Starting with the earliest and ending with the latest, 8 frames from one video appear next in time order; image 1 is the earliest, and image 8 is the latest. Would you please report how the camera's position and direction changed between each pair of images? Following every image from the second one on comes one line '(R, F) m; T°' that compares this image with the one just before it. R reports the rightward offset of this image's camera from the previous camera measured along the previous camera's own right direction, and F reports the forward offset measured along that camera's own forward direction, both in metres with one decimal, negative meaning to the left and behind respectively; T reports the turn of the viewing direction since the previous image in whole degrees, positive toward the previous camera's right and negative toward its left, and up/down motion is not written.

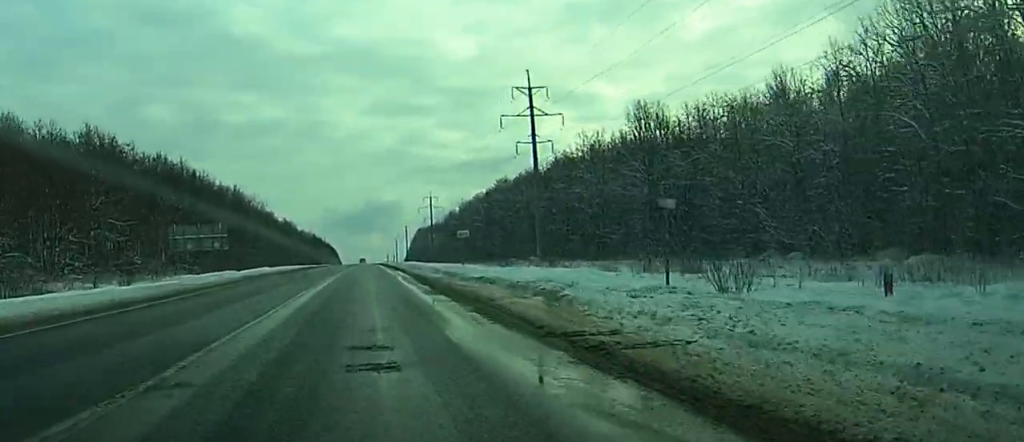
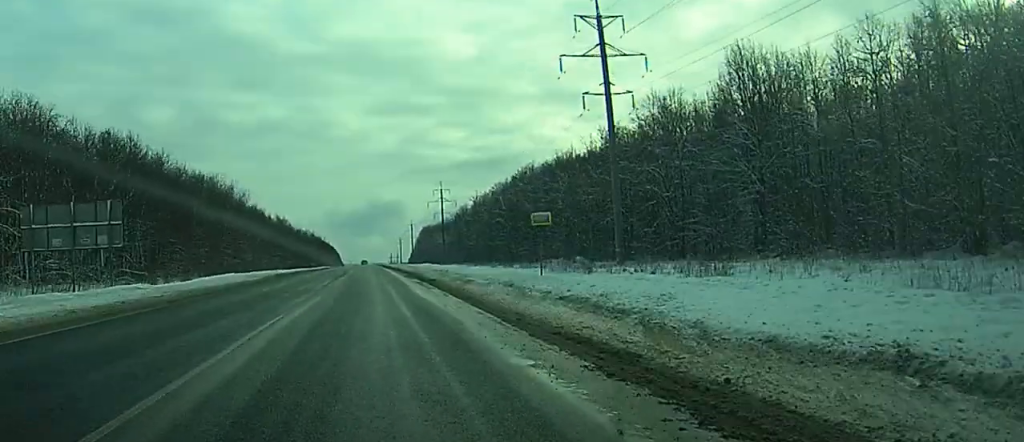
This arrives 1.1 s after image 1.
(-0.1, +28.9) m; 0°
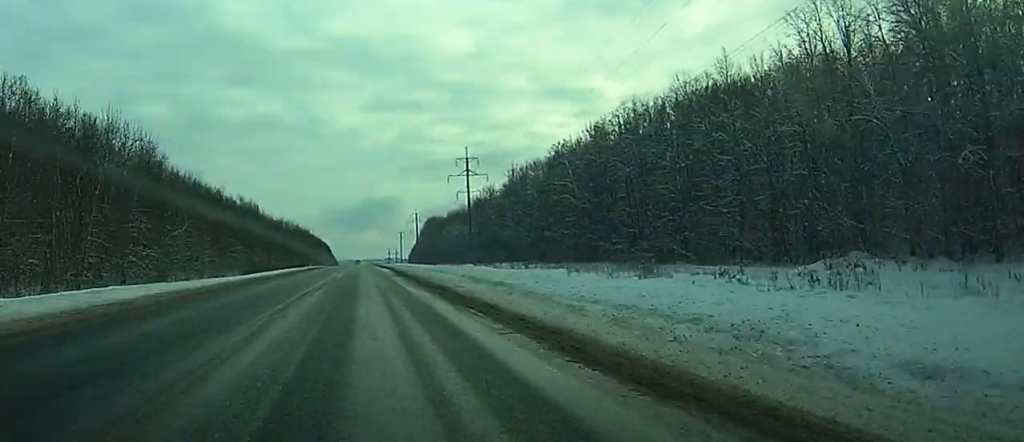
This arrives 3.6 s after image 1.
(+0.4, +63.2) m; +1°
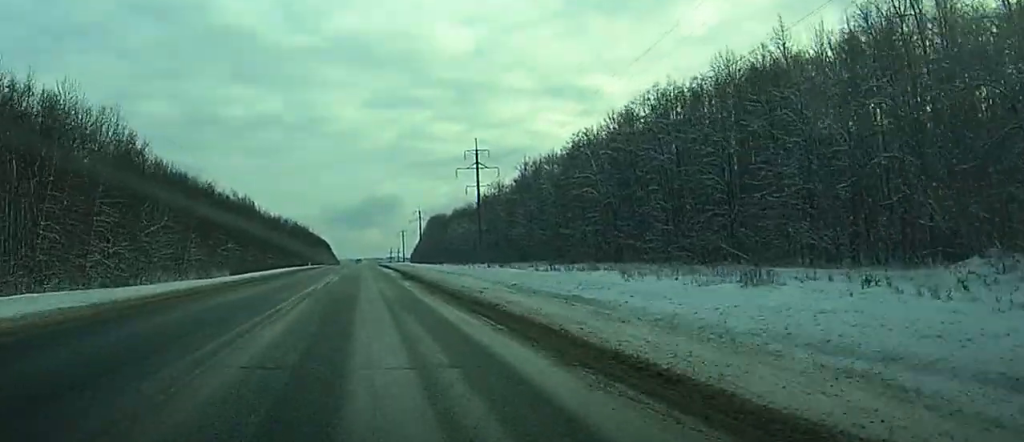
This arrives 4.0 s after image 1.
(+0.2, +11.2) m; 0°
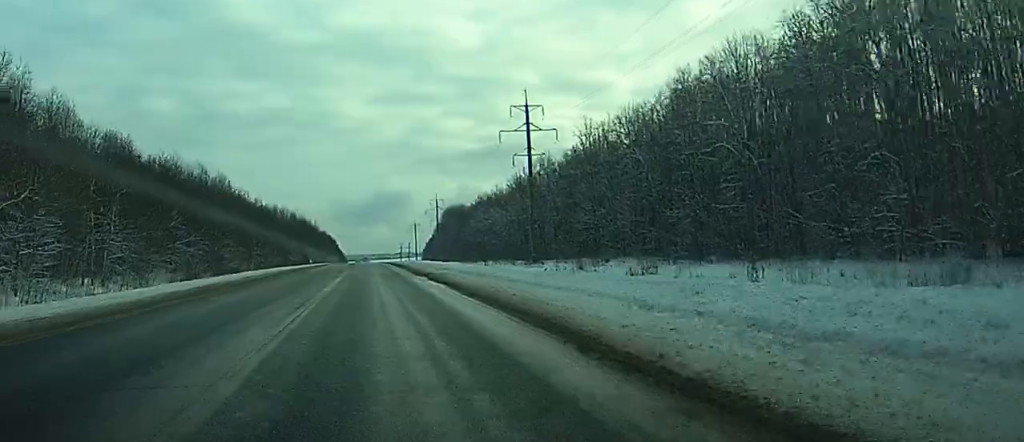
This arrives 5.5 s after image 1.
(-0.6, +38.9) m; -1°
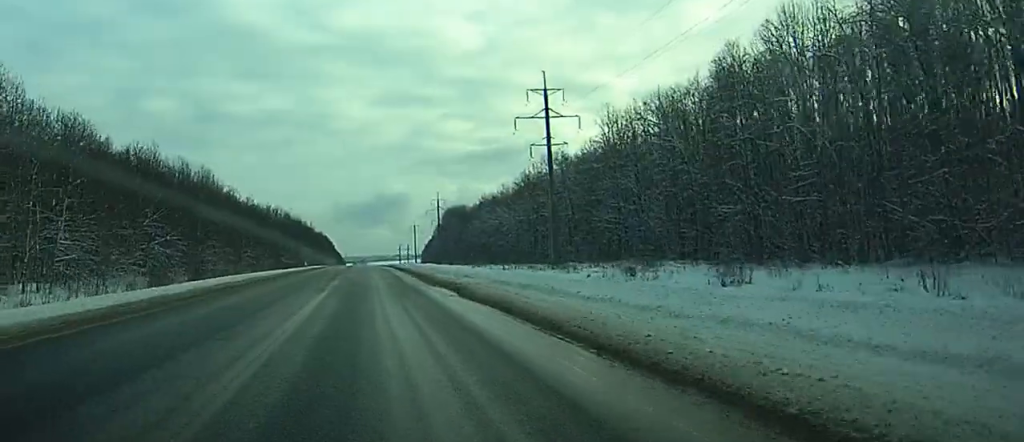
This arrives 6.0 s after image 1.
(0.0, +12.1) m; 0°
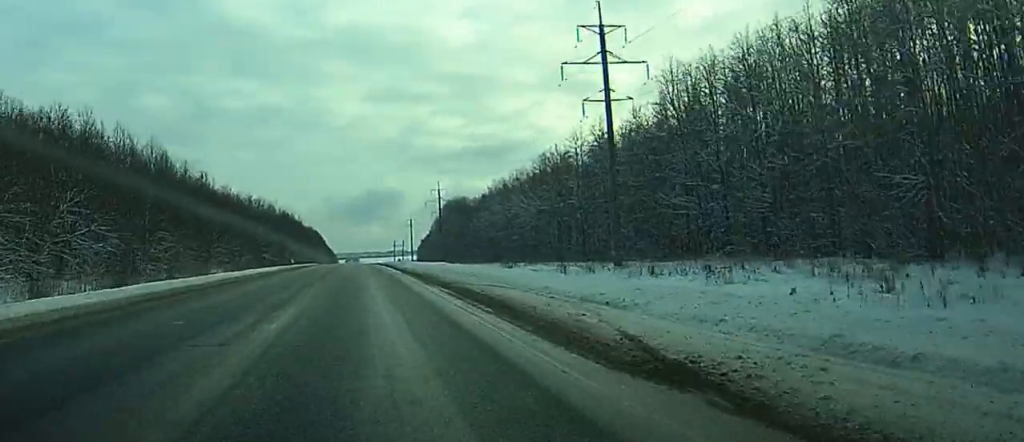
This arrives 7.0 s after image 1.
(0.0, +24.9) m; -2°
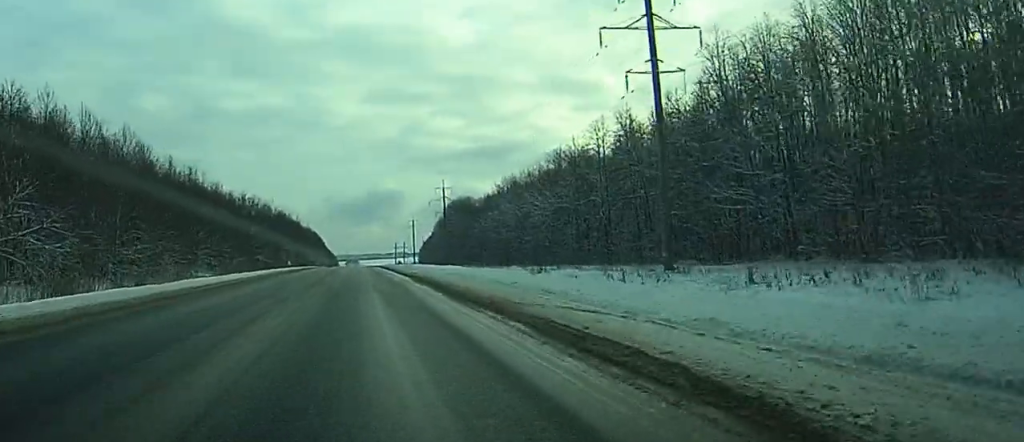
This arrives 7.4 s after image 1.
(+0.1, +11.1) m; -1°
